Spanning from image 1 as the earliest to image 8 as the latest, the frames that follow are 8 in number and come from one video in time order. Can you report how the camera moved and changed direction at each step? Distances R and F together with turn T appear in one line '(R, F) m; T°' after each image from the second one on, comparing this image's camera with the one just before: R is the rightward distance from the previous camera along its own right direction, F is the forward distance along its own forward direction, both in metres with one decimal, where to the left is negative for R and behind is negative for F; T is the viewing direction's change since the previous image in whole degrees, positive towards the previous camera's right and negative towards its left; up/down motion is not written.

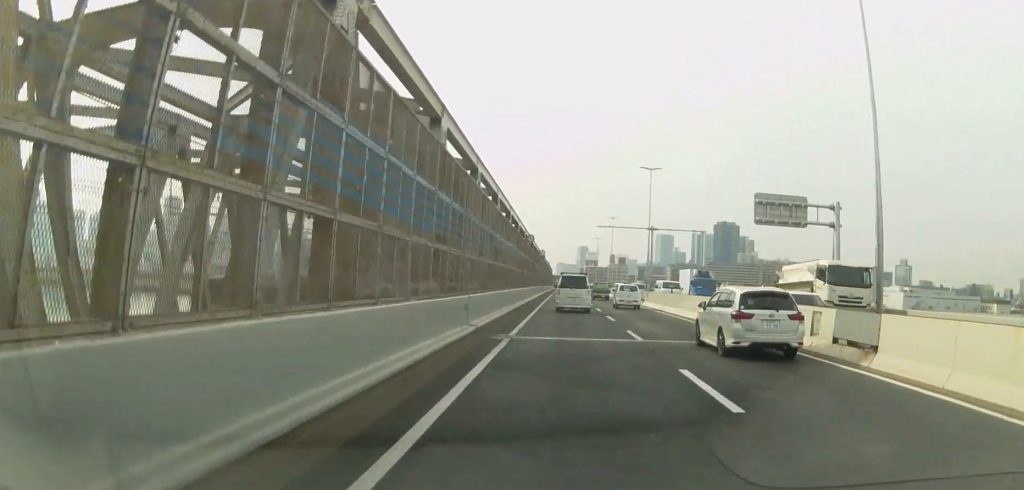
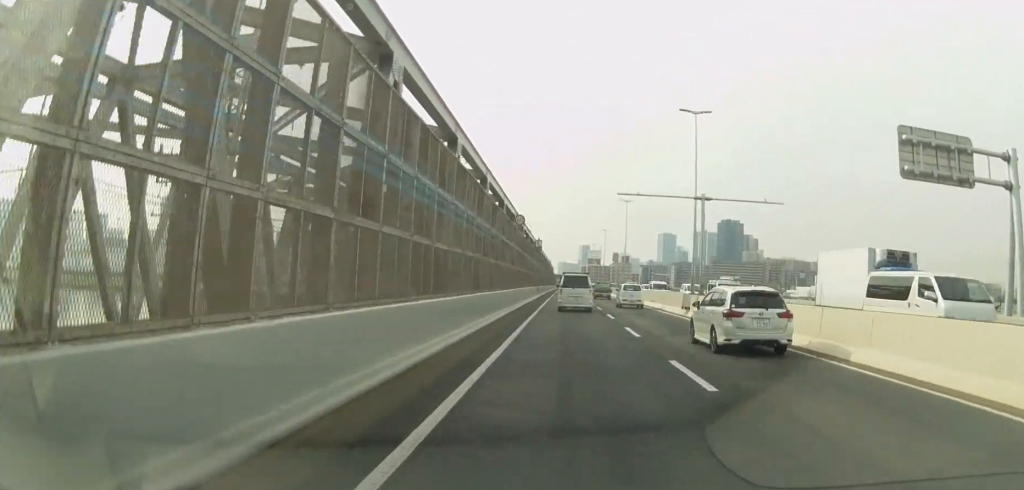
(-0.6, +17.9) m; 0°
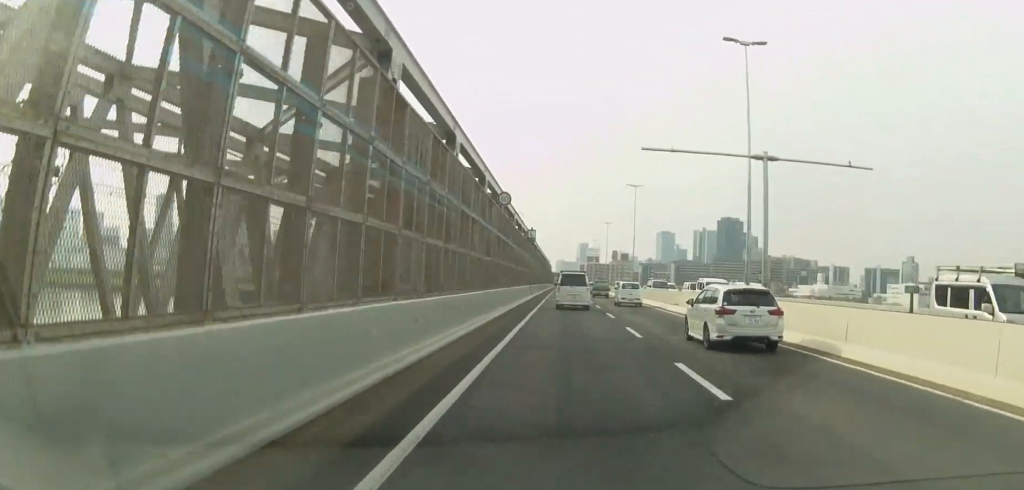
(+0.5, +10.6) m; +1°
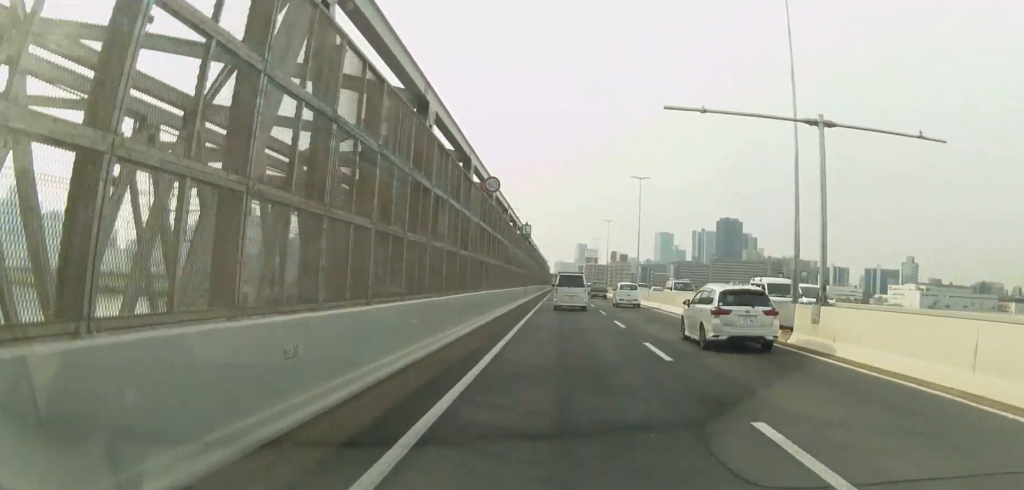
(0.0, +5.3) m; 0°
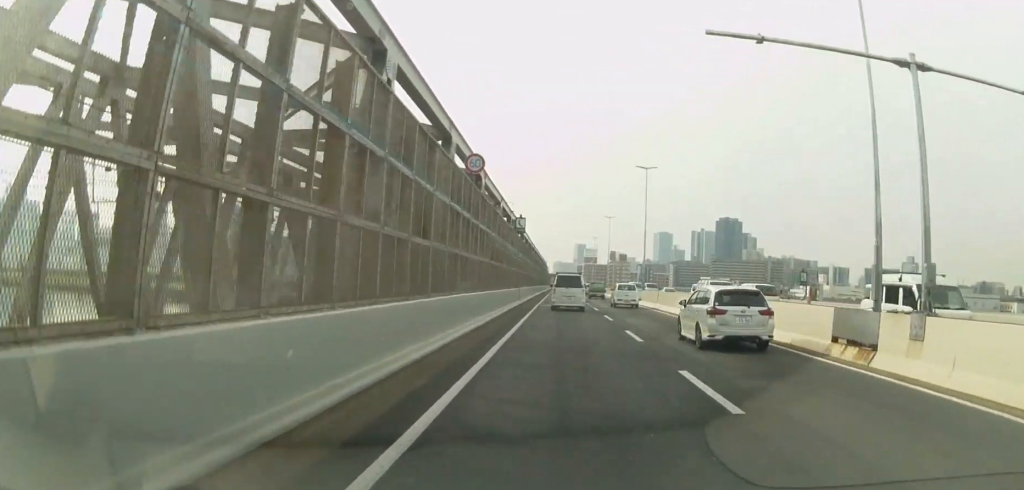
(-0.1, +5.4) m; -1°
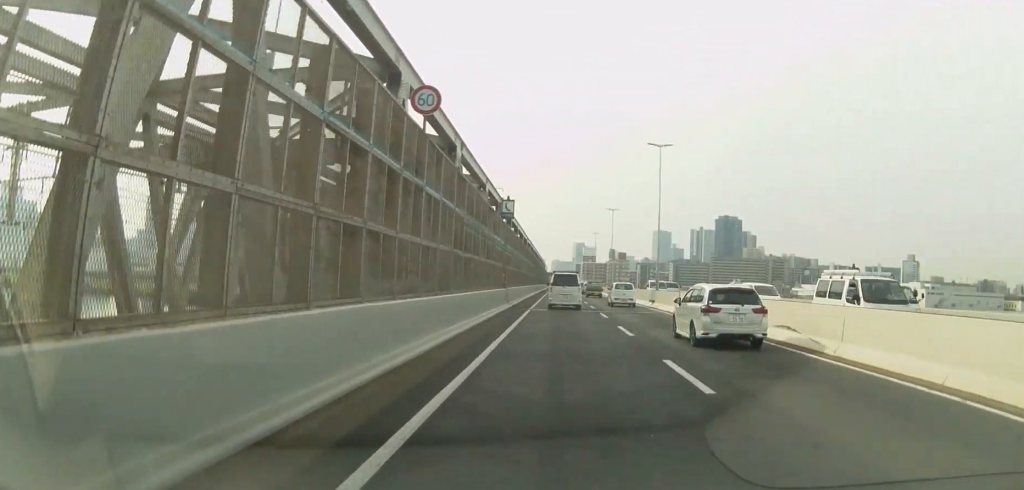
(-0.1, +8.5) m; -1°
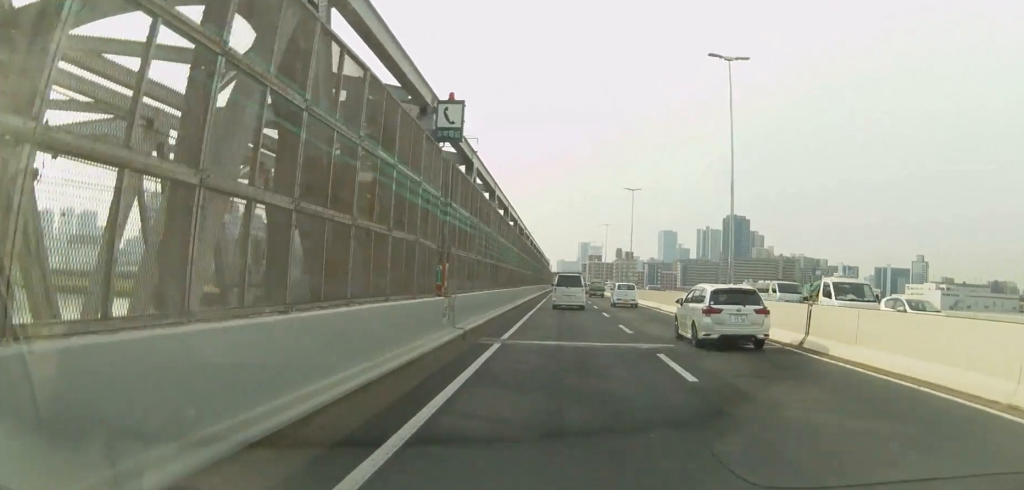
(+0.3, +18.4) m; +2°
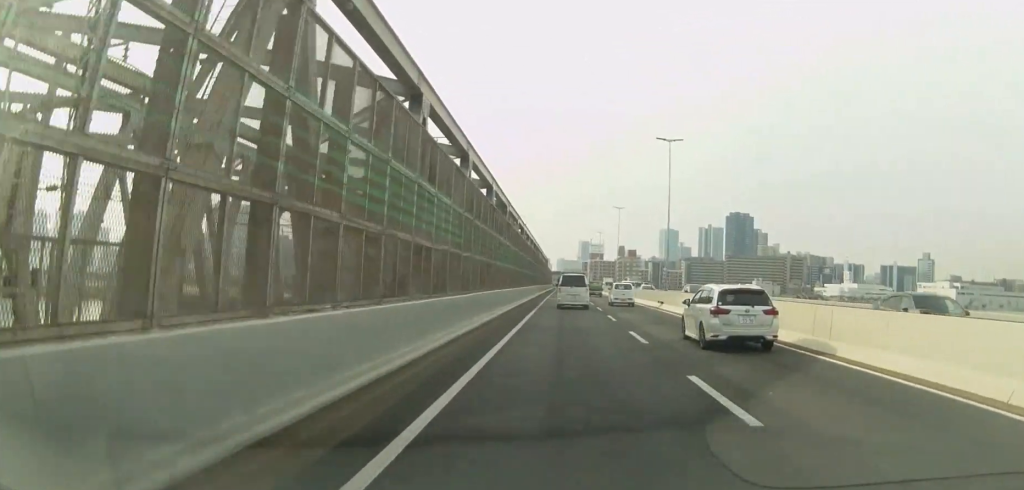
(-0.1, +23.2) m; -1°
